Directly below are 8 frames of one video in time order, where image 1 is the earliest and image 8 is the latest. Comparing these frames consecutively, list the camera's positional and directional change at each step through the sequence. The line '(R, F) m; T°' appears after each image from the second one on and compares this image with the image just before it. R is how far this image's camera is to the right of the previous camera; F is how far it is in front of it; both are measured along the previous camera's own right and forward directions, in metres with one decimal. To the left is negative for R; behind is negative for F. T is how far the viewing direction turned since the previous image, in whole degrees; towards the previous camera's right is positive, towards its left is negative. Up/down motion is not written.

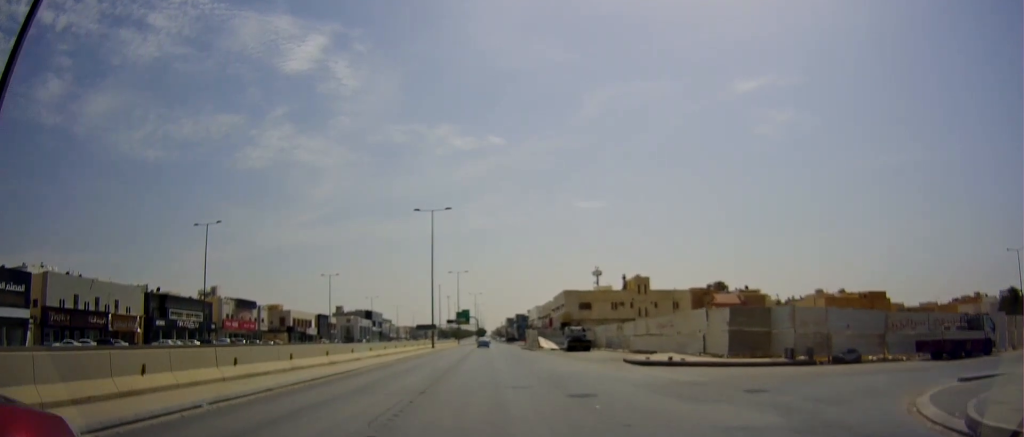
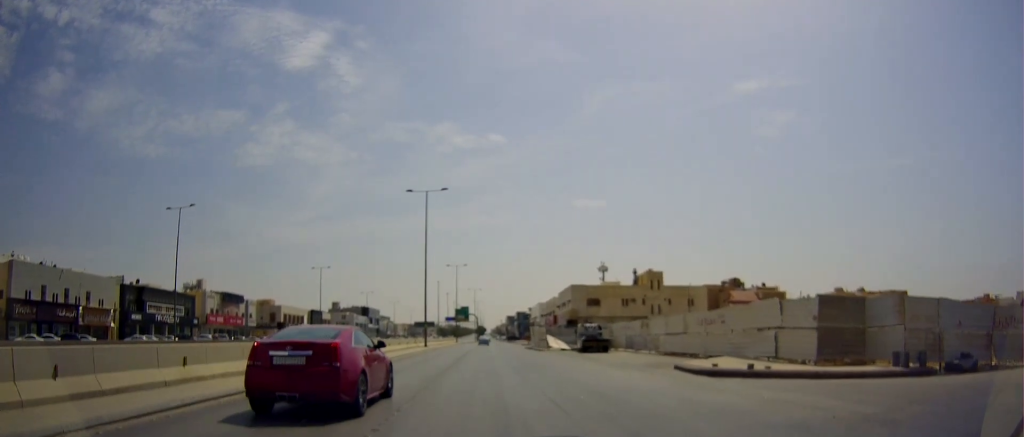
(+0.2, +7.8) m; +2°
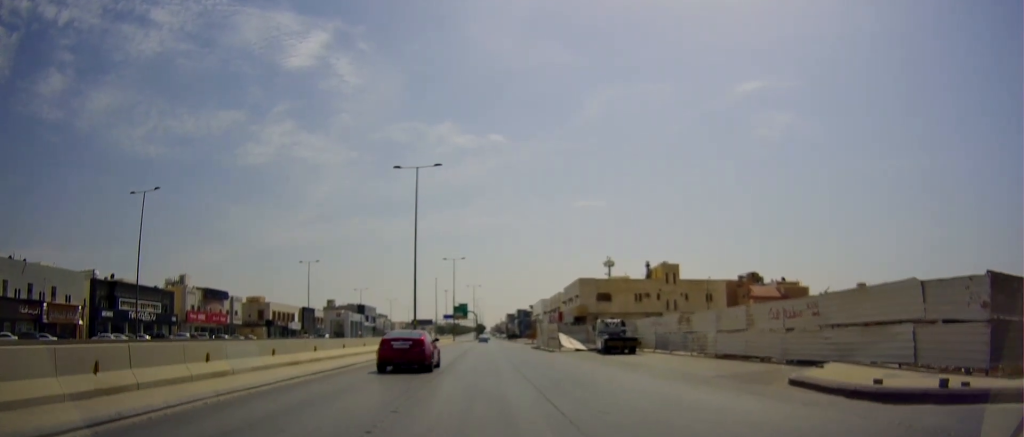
(0.0, +8.5) m; 0°
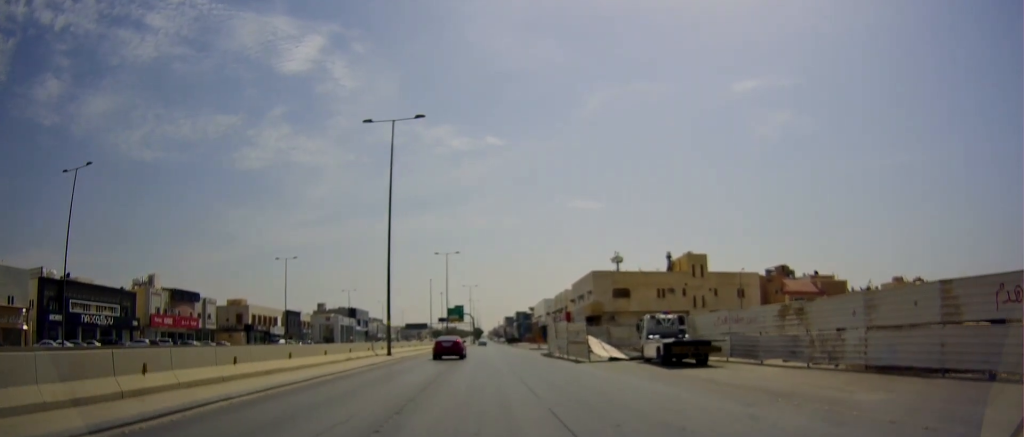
(+0.2, +12.8) m; 0°
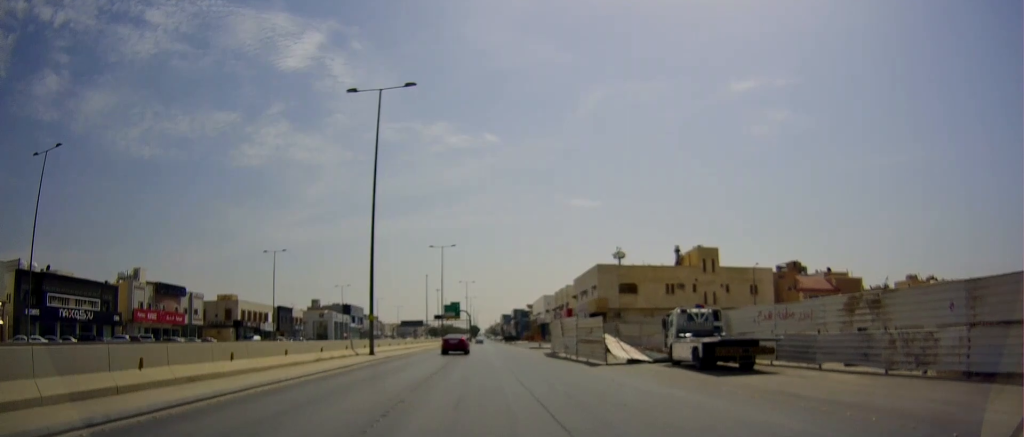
(0.0, +4.9) m; -1°
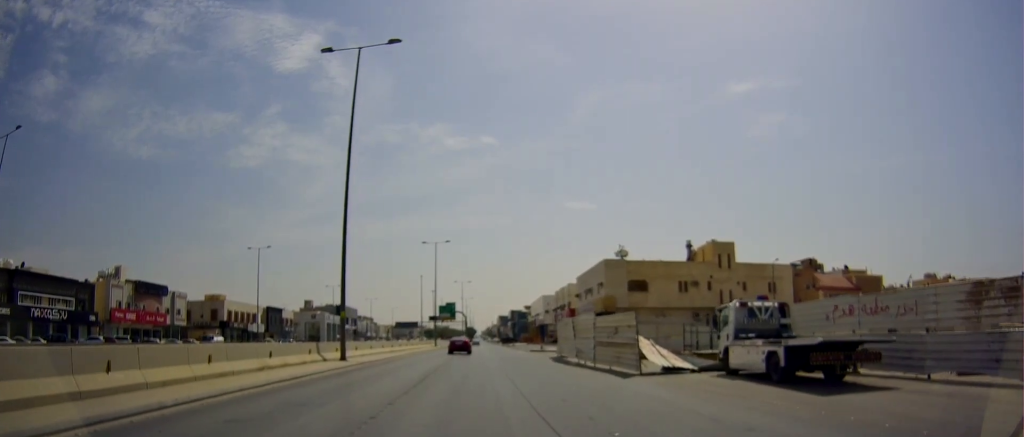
(-0.3, +6.0) m; 0°
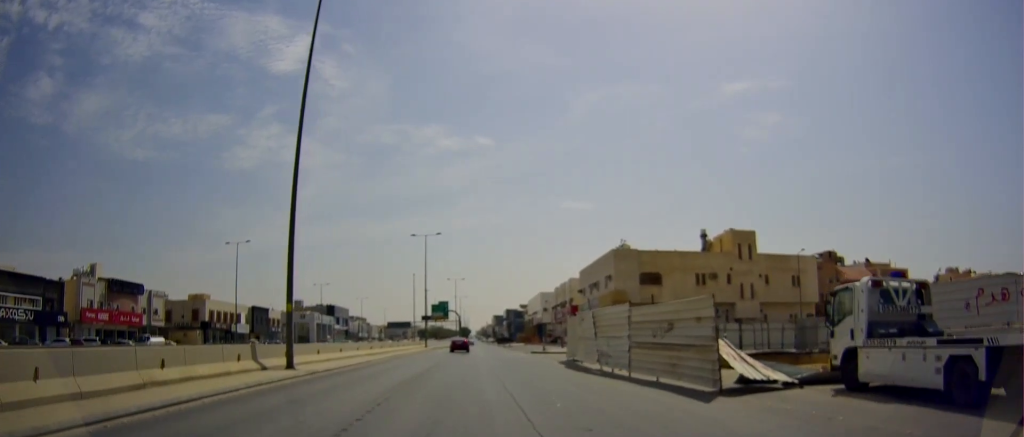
(+0.3, +7.0) m; +2°
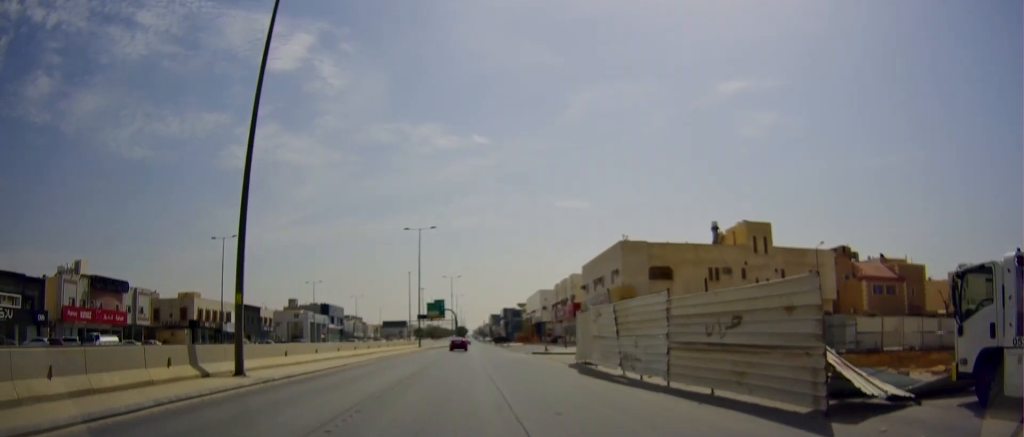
(+0.1, +4.2) m; +1°
